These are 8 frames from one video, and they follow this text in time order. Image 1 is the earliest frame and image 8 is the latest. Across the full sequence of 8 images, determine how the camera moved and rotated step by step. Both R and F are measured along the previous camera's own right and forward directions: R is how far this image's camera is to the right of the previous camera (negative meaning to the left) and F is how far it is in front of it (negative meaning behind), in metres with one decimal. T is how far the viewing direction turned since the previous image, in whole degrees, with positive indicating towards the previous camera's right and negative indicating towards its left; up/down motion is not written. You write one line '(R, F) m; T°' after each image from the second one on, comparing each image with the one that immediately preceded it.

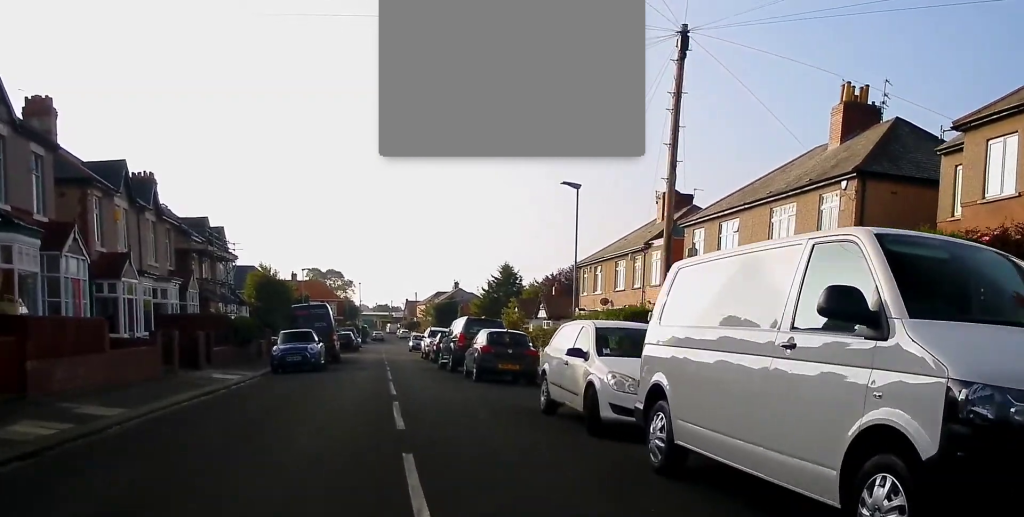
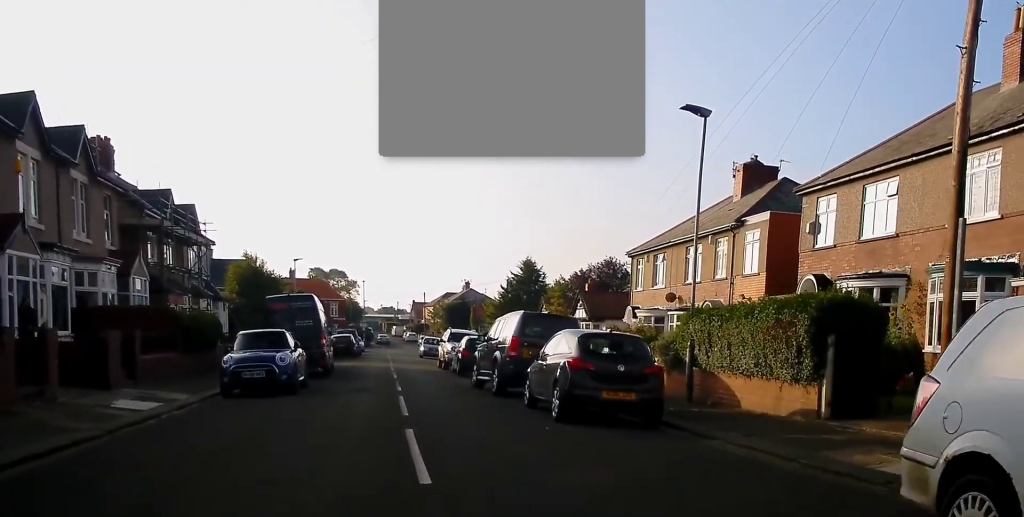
(0.0, +9.3) m; 0°
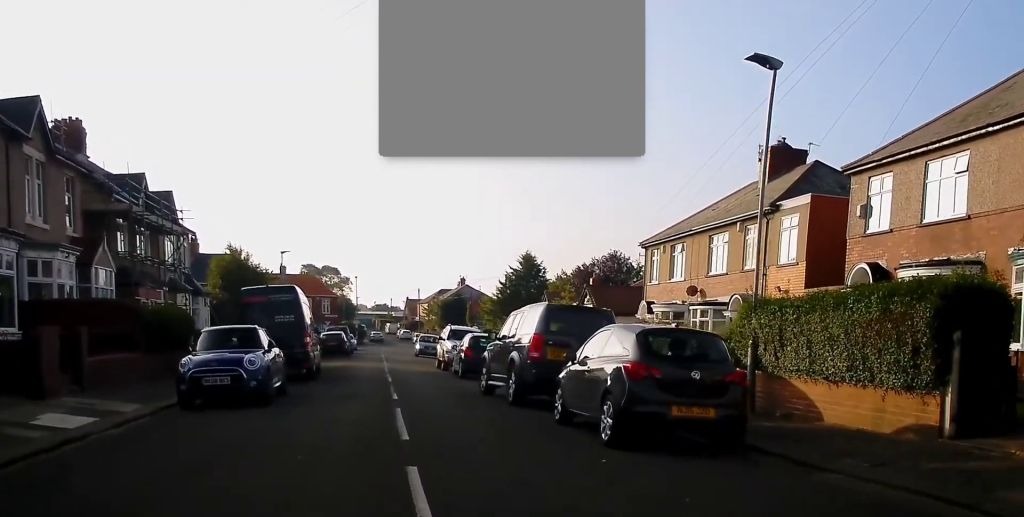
(-0.2, +3.1) m; 0°
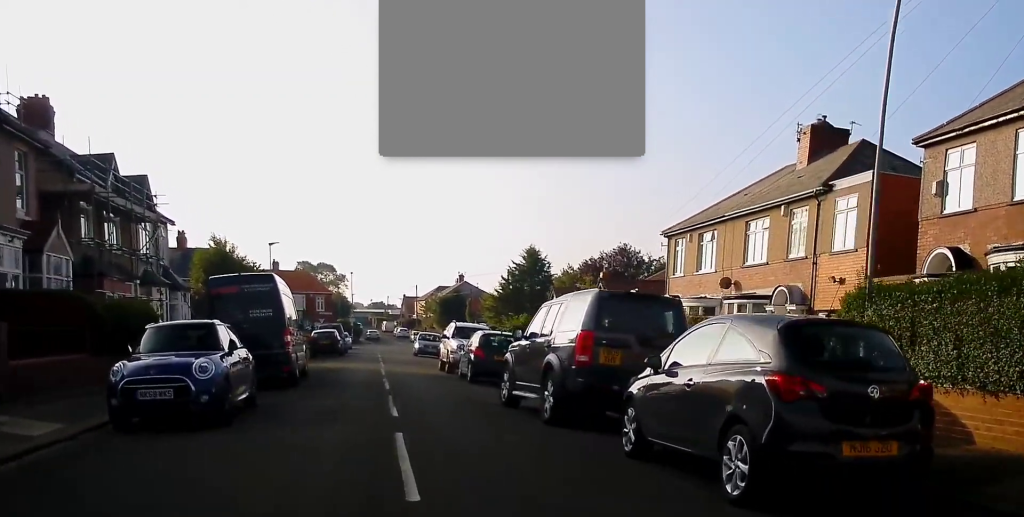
(0.0, +3.4) m; +1°
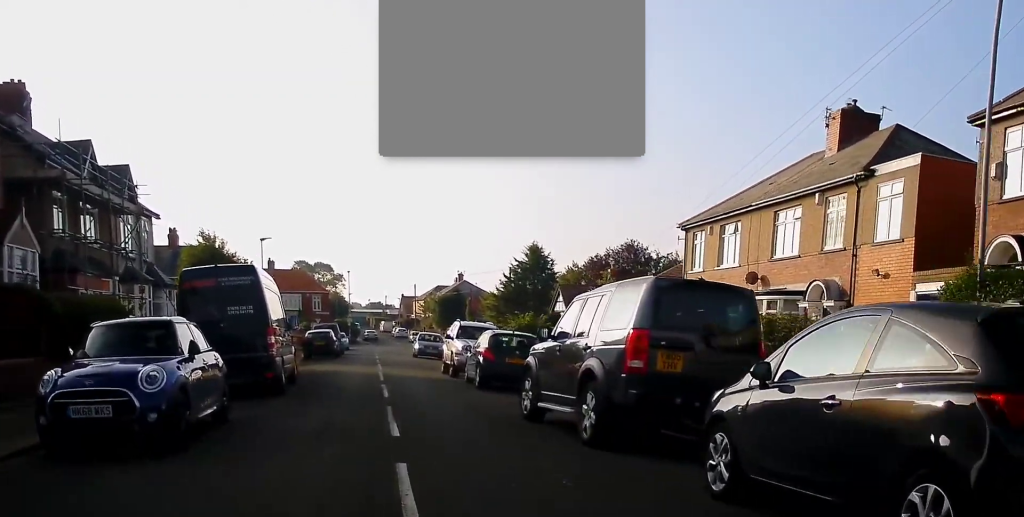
(+0.1, +2.2) m; +1°
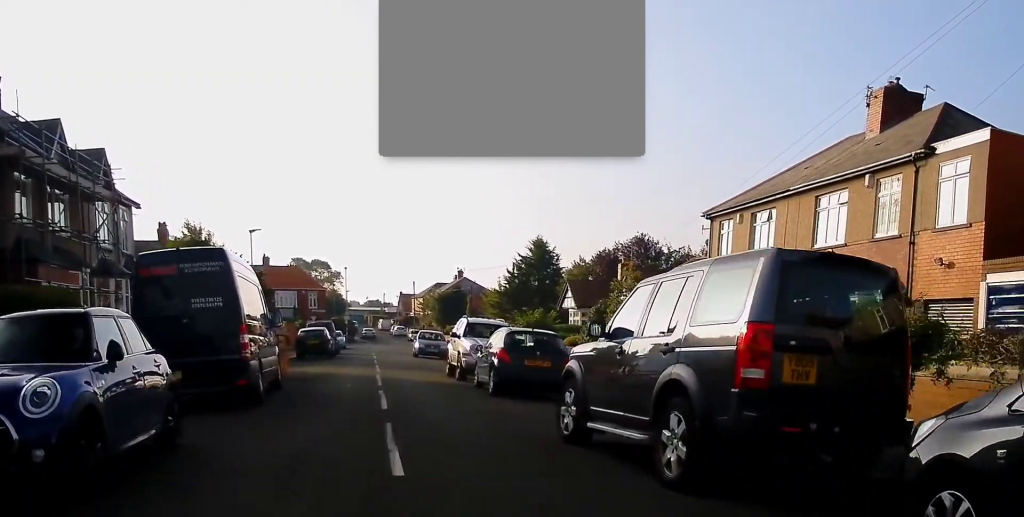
(0.0, +2.7) m; 0°
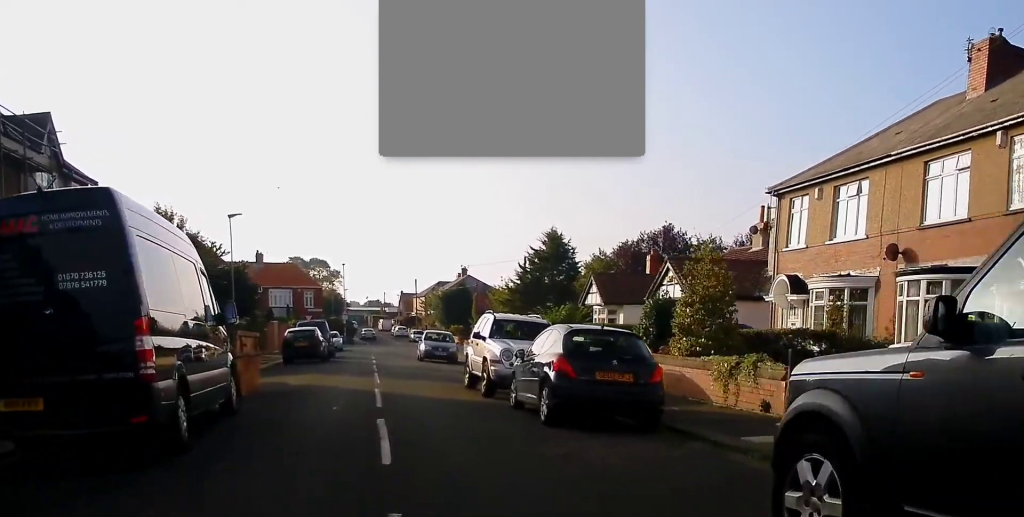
(0.0, +5.2) m; 0°
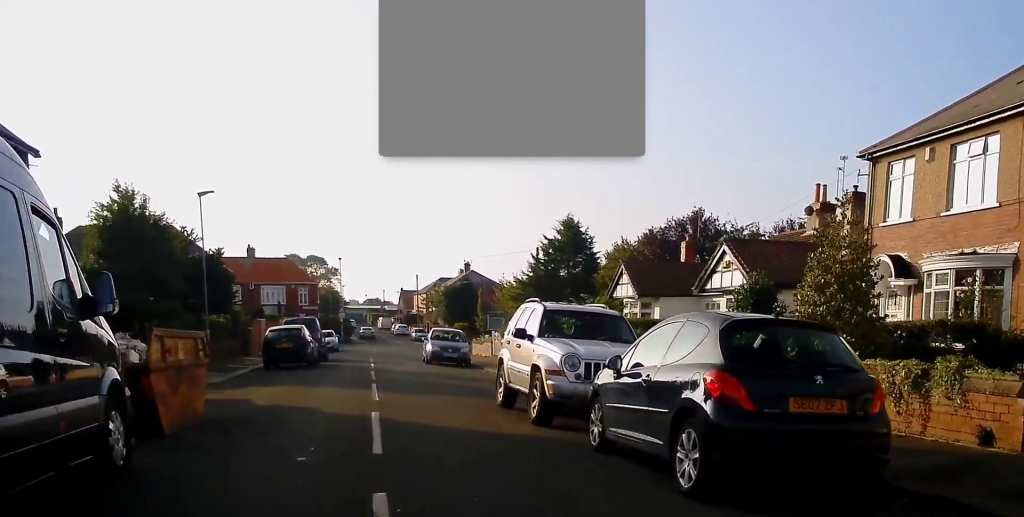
(0.0, +5.2) m; 0°
